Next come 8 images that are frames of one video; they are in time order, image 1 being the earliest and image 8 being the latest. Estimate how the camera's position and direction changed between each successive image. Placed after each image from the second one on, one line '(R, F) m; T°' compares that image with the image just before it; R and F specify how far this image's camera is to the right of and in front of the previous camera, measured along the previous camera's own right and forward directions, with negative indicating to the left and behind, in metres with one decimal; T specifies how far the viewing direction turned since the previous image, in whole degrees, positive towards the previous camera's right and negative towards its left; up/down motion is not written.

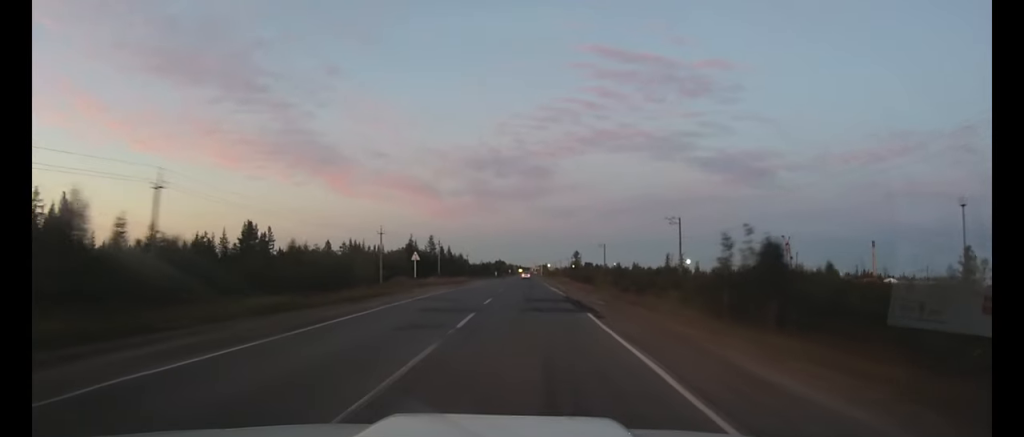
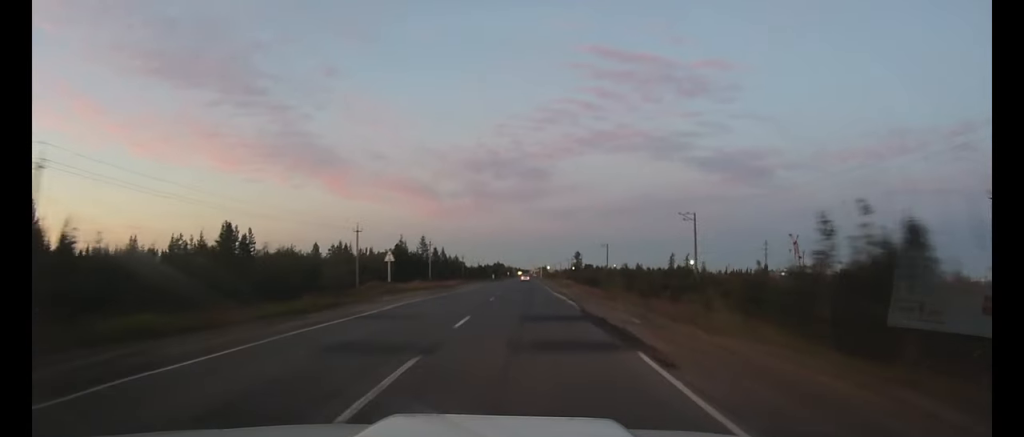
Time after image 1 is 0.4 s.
(0.0, +9.5) m; 0°
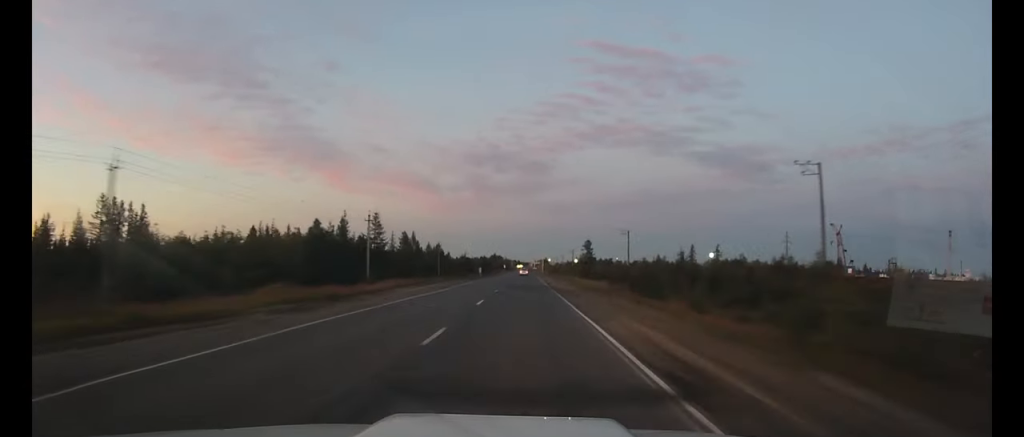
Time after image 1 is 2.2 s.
(0.0, +39.7) m; 0°
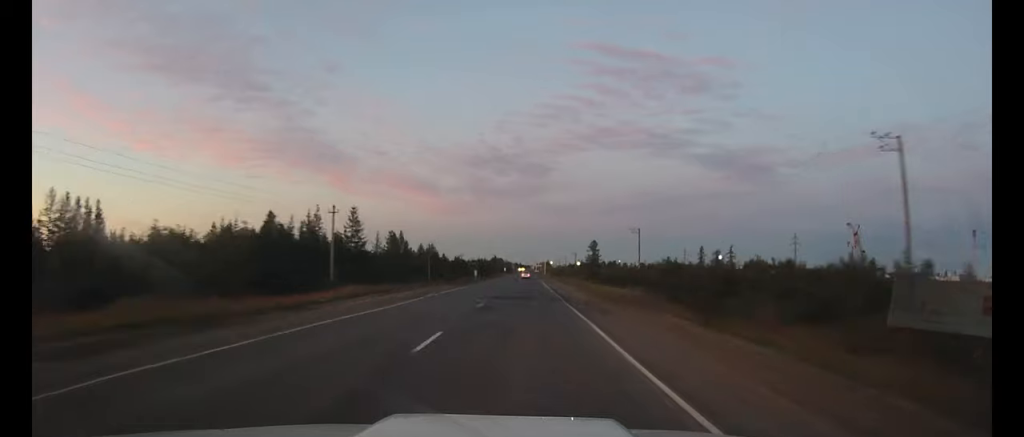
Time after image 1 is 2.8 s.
(0.0, +12.5) m; 0°
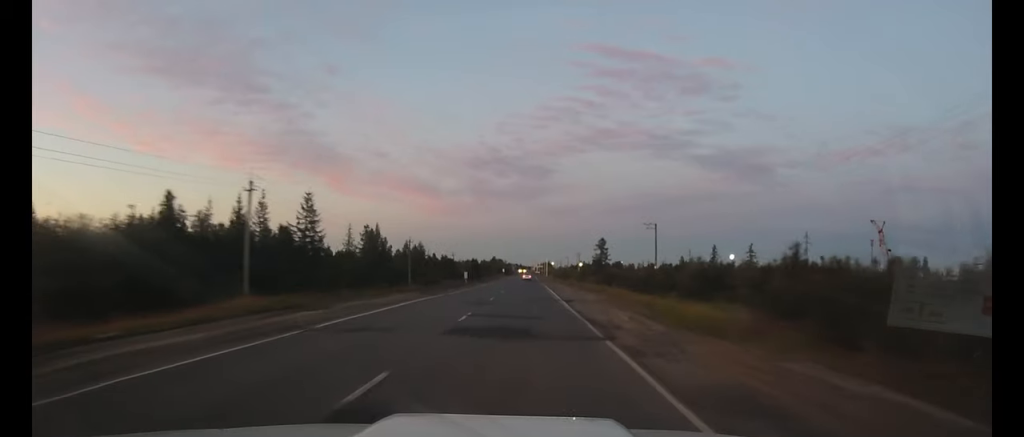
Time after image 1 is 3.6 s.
(0.0, +16.9) m; 0°
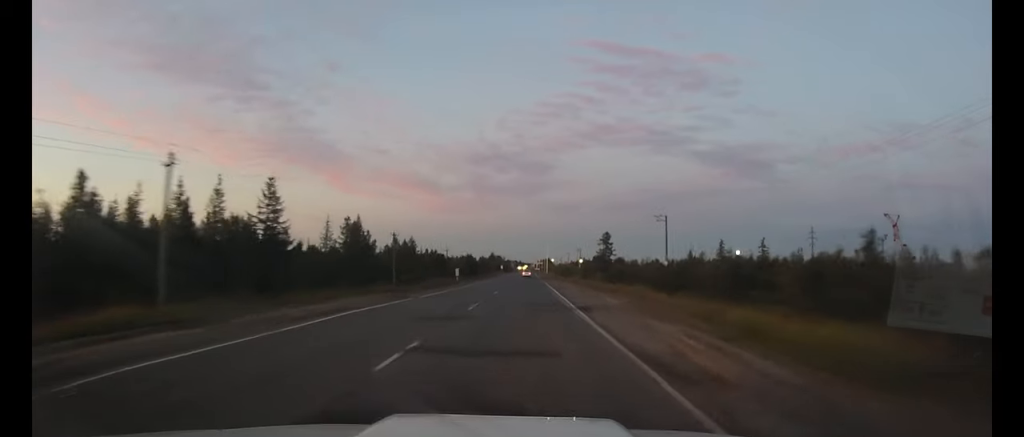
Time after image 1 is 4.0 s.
(0.0, +9.6) m; 0°
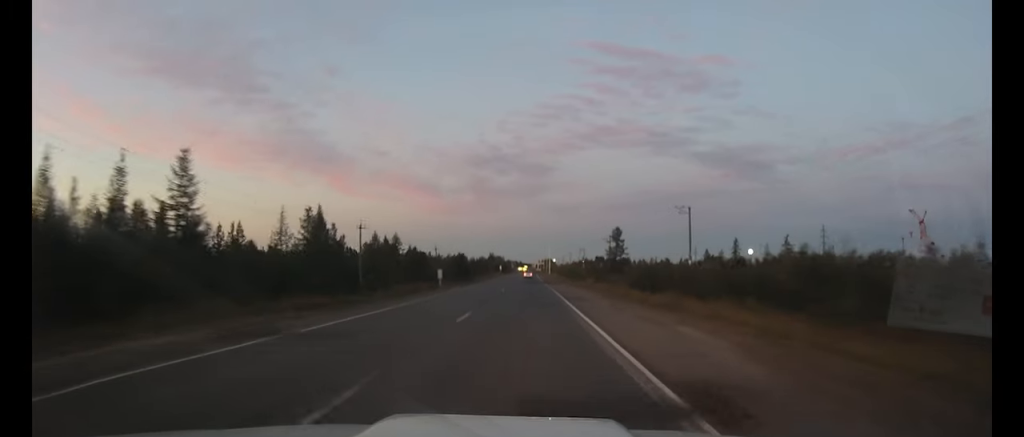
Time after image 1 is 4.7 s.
(0.0, +15.5) m; 0°
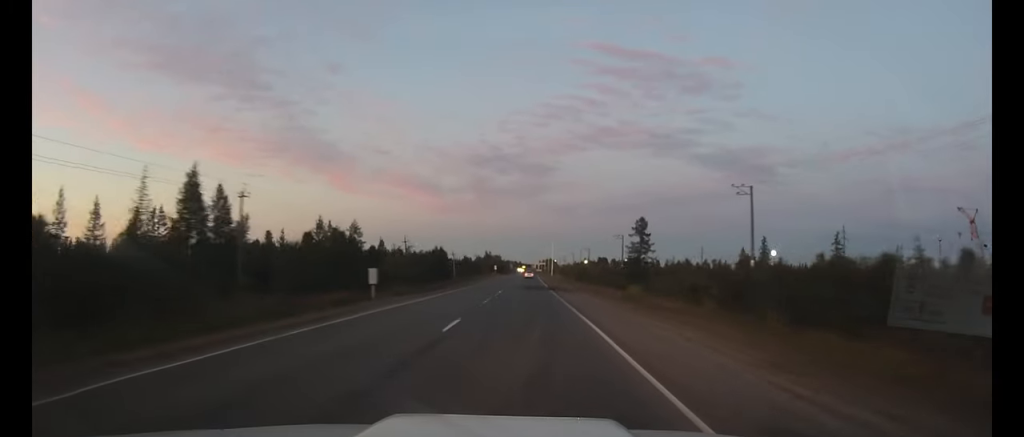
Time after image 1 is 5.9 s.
(0.0, +26.5) m; 0°
